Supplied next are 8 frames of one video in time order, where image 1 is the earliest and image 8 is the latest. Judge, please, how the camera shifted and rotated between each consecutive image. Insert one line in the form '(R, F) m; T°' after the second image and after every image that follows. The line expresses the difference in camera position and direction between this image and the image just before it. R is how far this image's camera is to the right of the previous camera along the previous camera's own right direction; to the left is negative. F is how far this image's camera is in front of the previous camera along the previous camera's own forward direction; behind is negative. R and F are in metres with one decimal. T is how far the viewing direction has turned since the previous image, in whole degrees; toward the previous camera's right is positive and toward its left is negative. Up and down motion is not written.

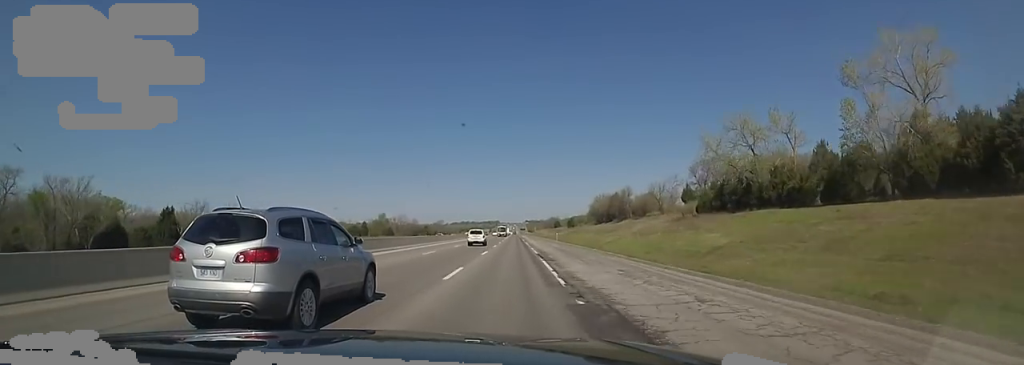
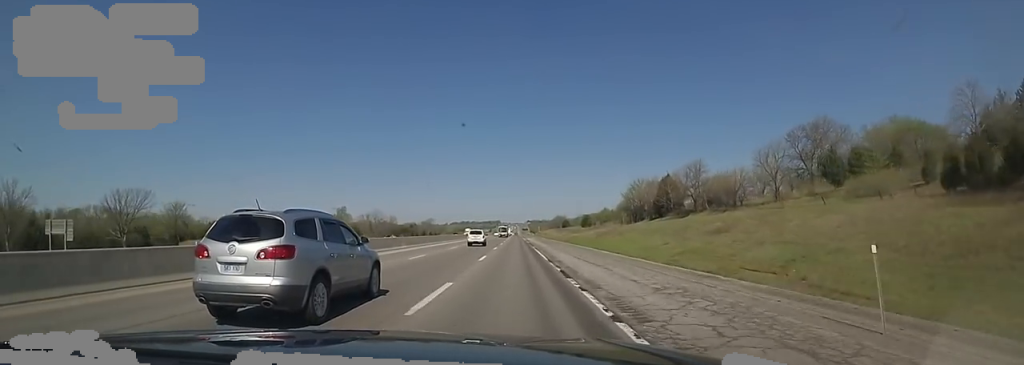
(0.0, +51.2) m; 0°
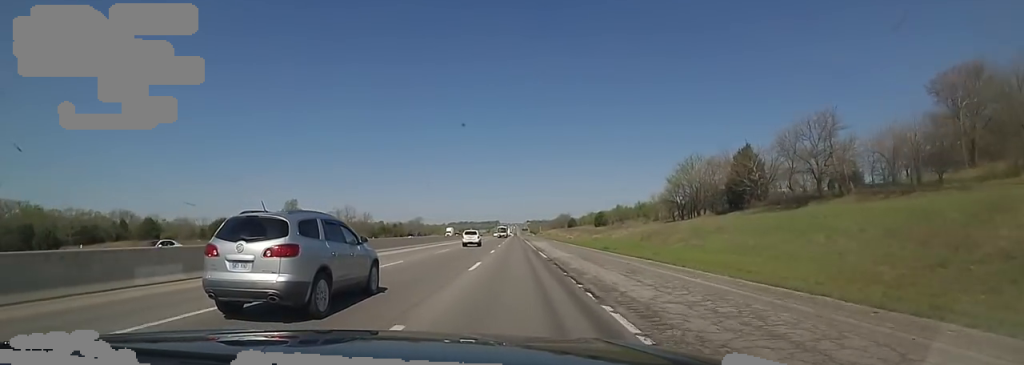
(-0.3, +36.8) m; 0°
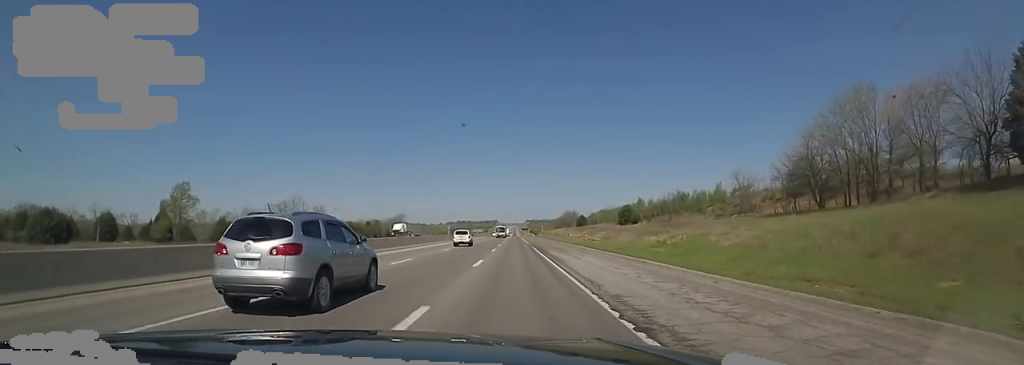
(+0.2, +44.2) m; 0°
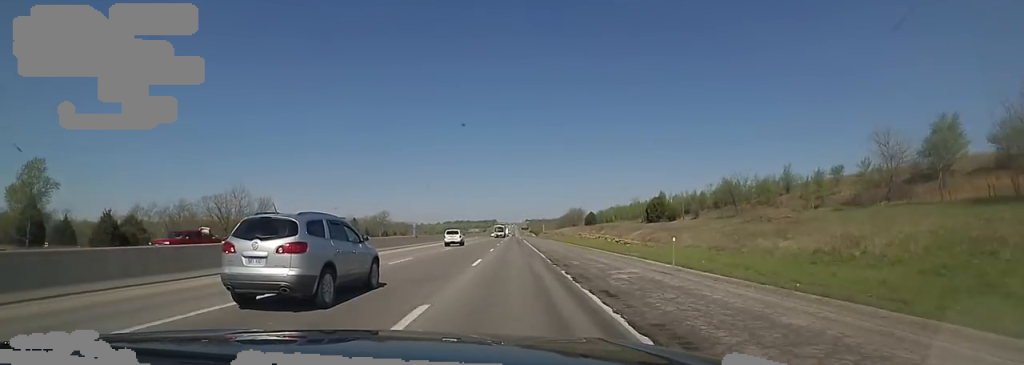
(-0.2, +30.8) m; 0°
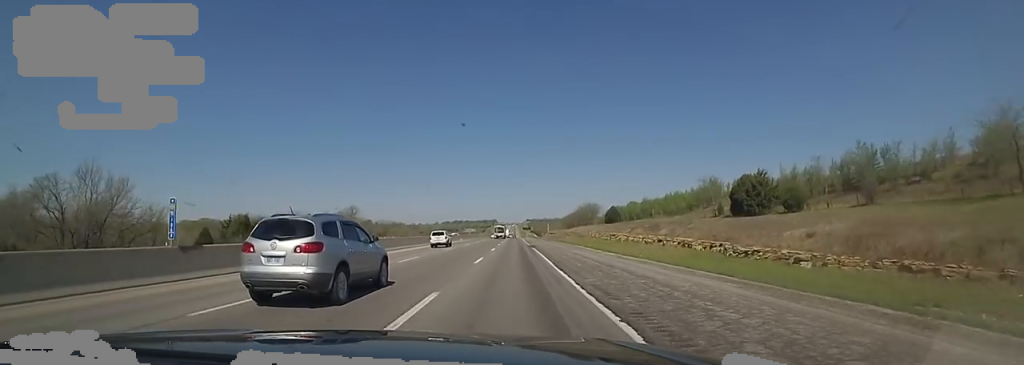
(+0.2, +44.4) m; +1°
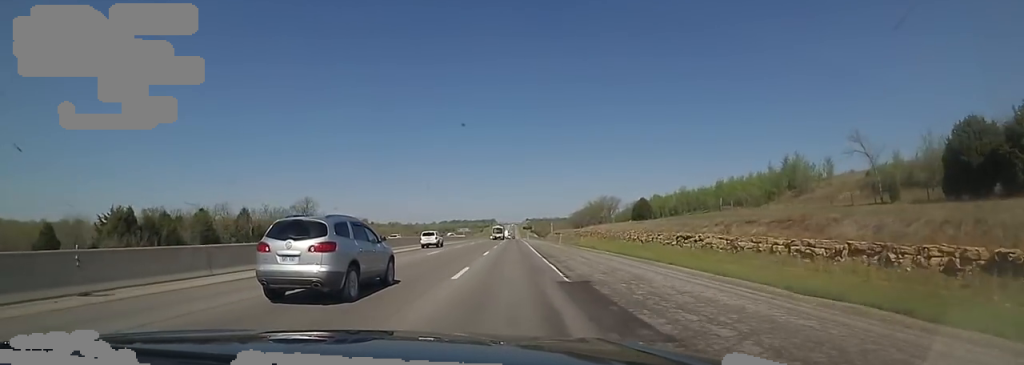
(+0.5, +38.2) m; +2°
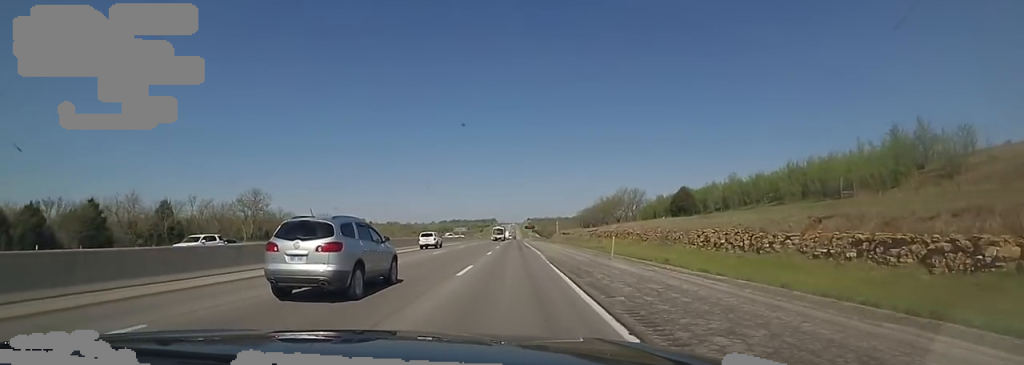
(+0.8, +29.5) m; 0°
